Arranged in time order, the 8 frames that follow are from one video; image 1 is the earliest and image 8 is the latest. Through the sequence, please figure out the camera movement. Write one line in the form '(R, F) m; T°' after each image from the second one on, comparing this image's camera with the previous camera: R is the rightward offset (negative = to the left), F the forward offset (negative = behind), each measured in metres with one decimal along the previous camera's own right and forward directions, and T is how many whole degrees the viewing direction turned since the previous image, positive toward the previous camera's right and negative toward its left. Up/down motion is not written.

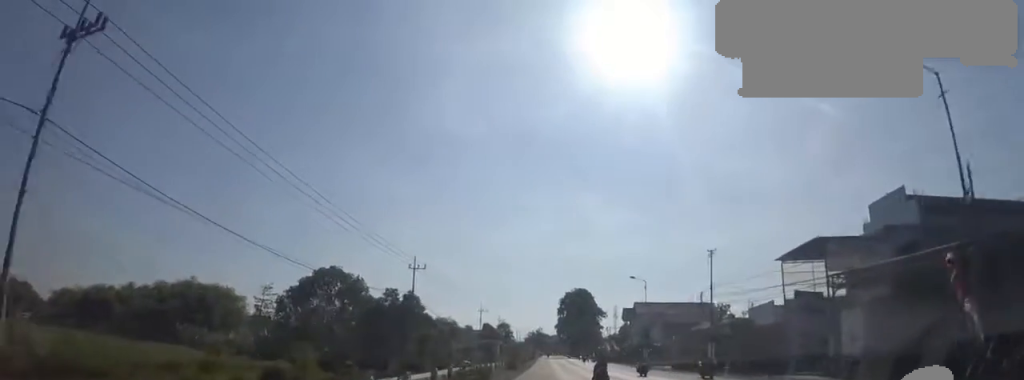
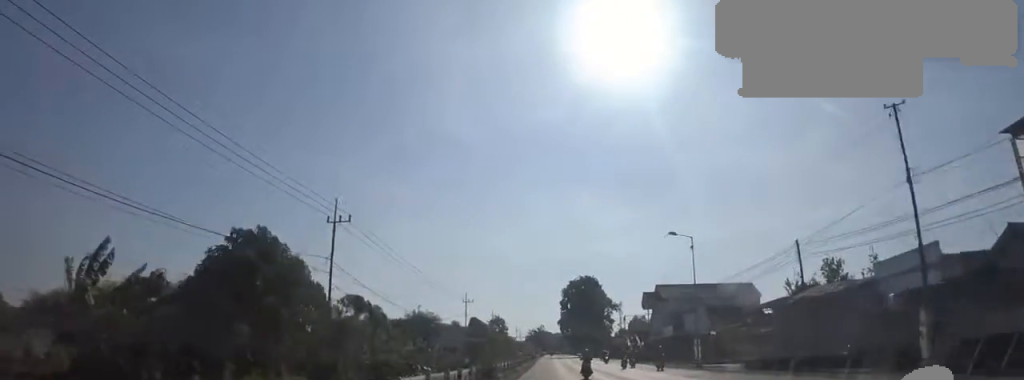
(-0.7, +18.1) m; -1°
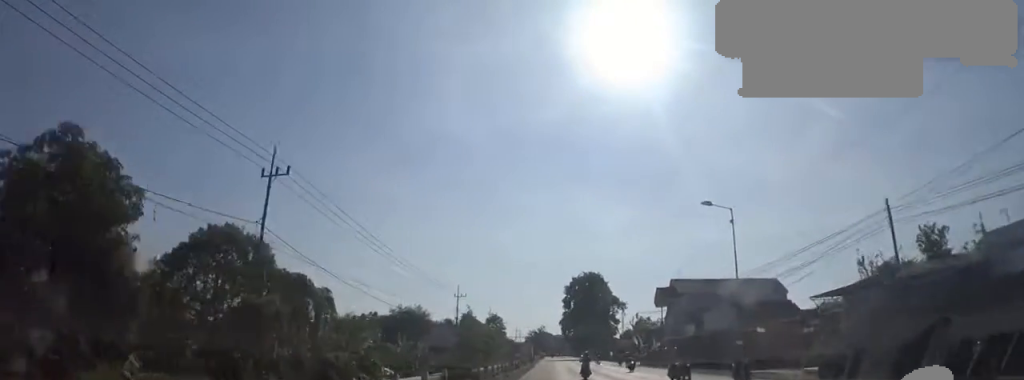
(0.0, +7.7) m; 0°
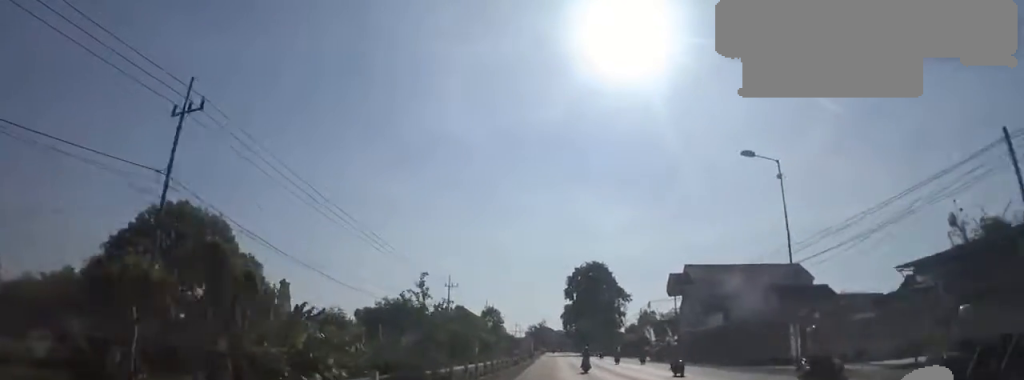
(+0.5, +6.3) m; 0°
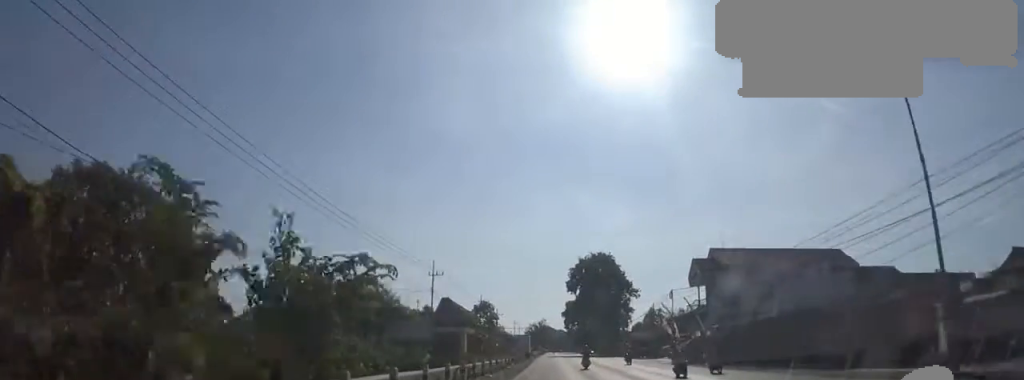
(-0.1, +8.7) m; -1°
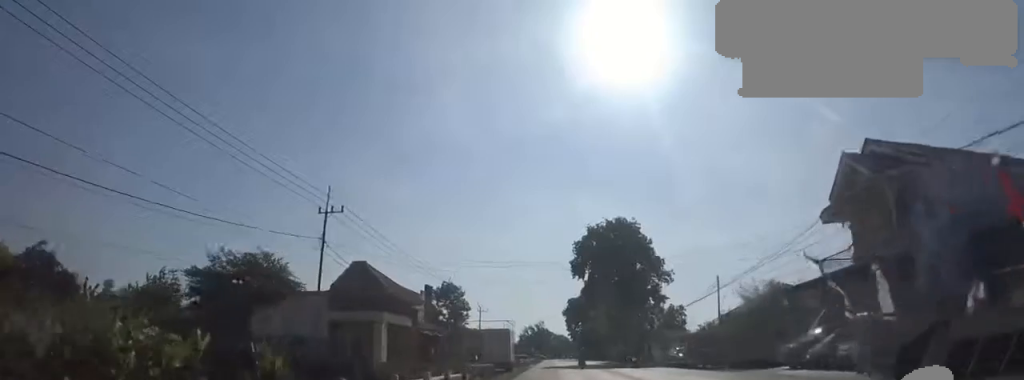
(-0.6, +25.6) m; +1°
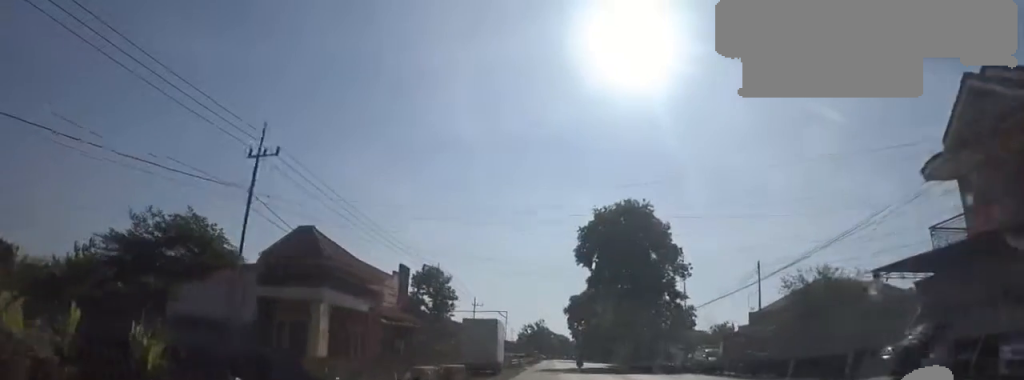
(-0.1, +7.7) m; +2°
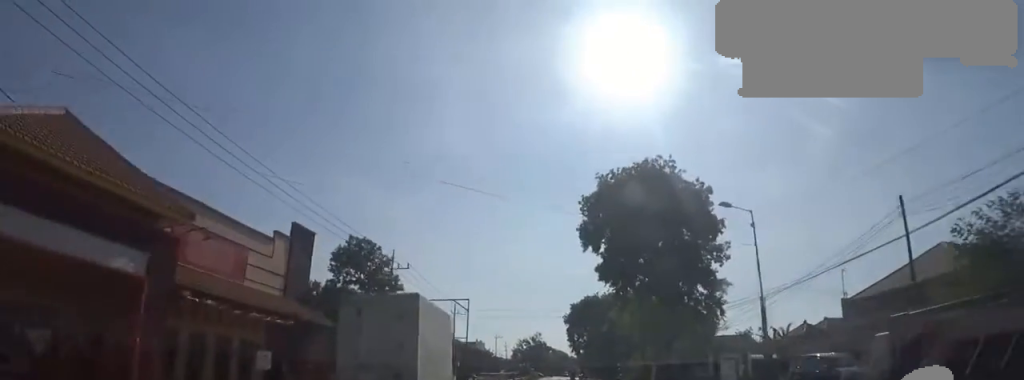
(+0.8, +14.6) m; -1°
